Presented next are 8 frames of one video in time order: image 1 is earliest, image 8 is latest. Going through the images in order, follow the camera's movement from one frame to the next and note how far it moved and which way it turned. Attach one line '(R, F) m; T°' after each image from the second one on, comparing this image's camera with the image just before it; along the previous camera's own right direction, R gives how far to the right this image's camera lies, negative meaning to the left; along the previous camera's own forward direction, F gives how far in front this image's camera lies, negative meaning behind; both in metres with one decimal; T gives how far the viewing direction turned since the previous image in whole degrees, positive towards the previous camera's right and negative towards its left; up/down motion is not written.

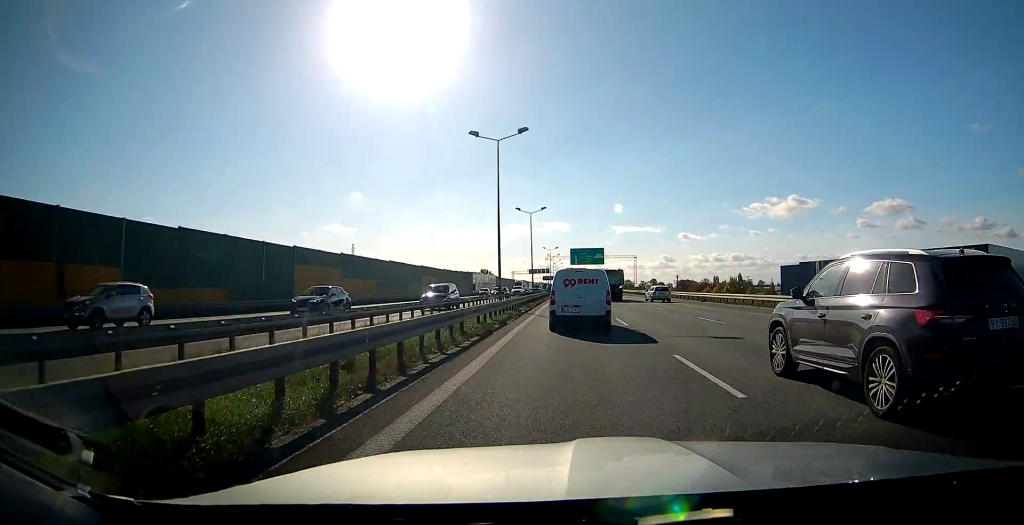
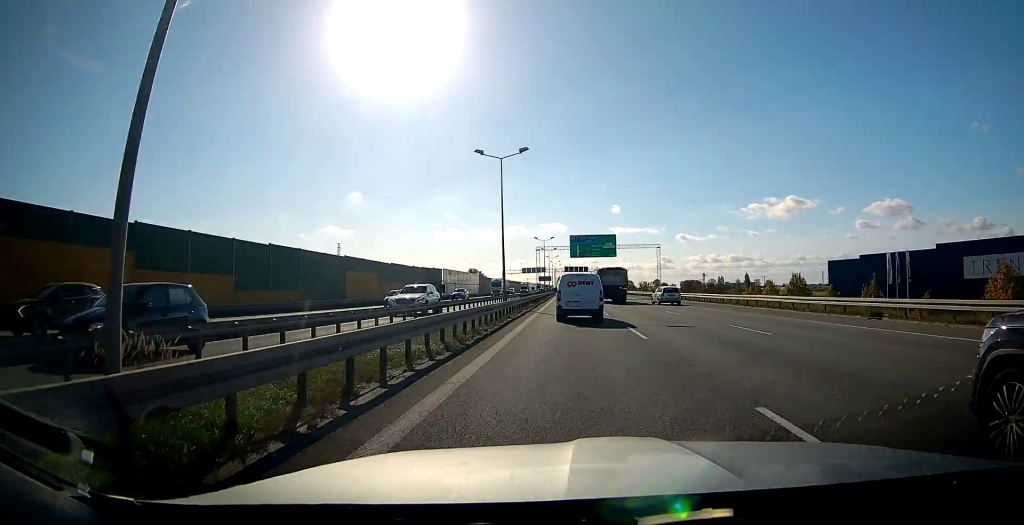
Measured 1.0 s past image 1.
(0.0, +29.0) m; 0°
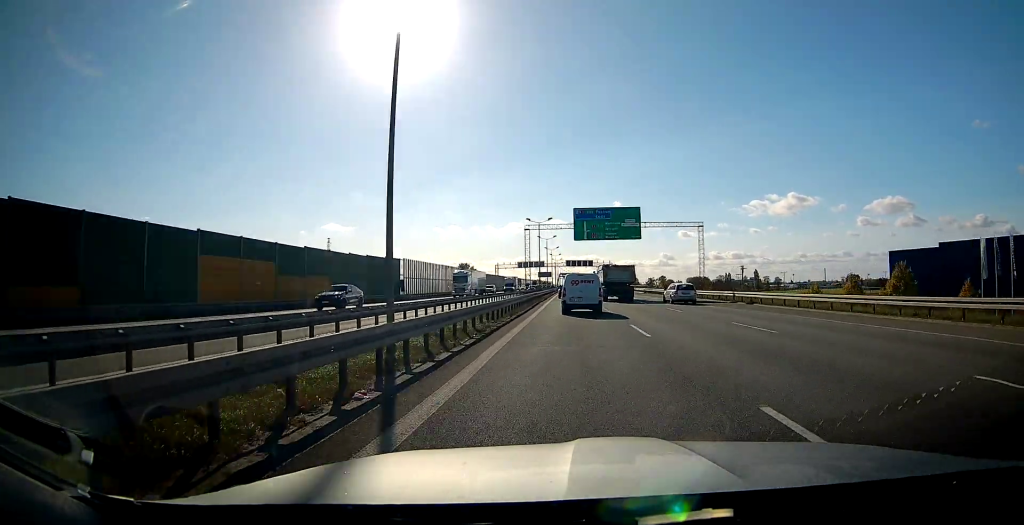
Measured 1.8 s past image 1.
(0.0, +24.0) m; 0°
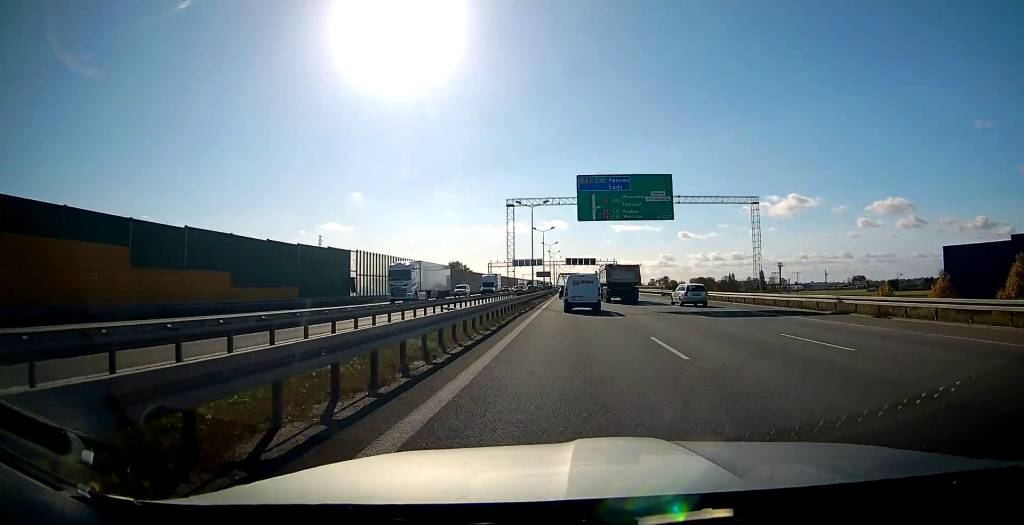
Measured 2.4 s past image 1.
(0.0, +16.3) m; 0°
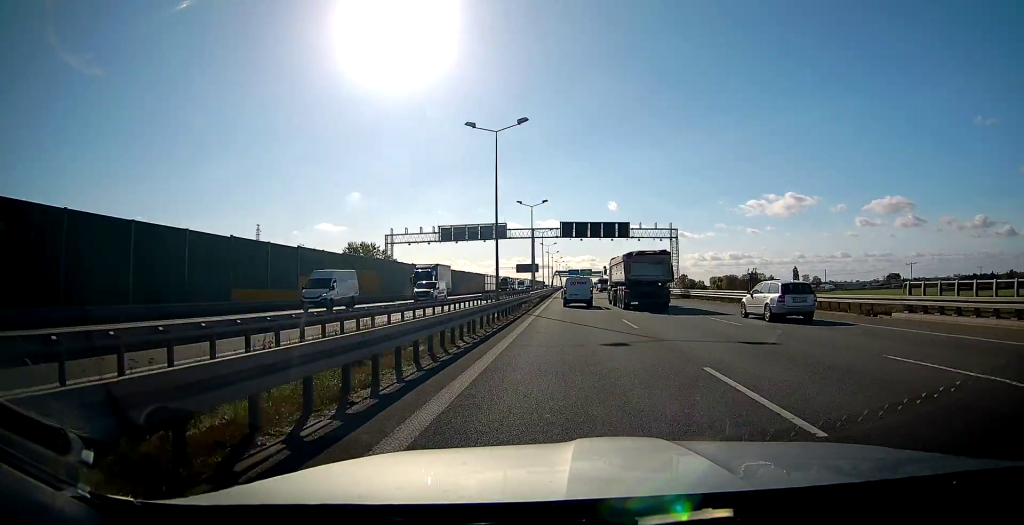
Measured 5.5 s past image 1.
(+0.4, +89.9) m; 0°
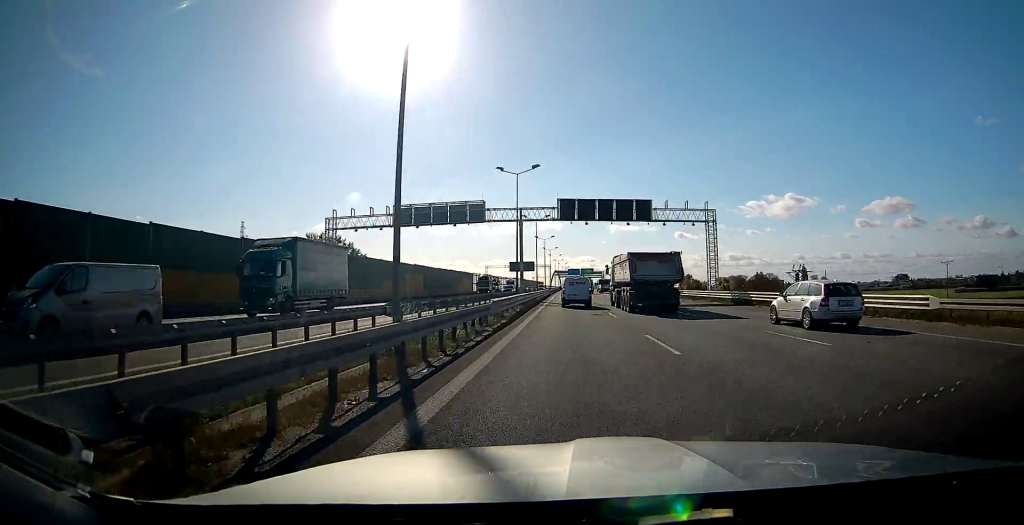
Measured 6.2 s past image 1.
(0.0, +18.3) m; 0°
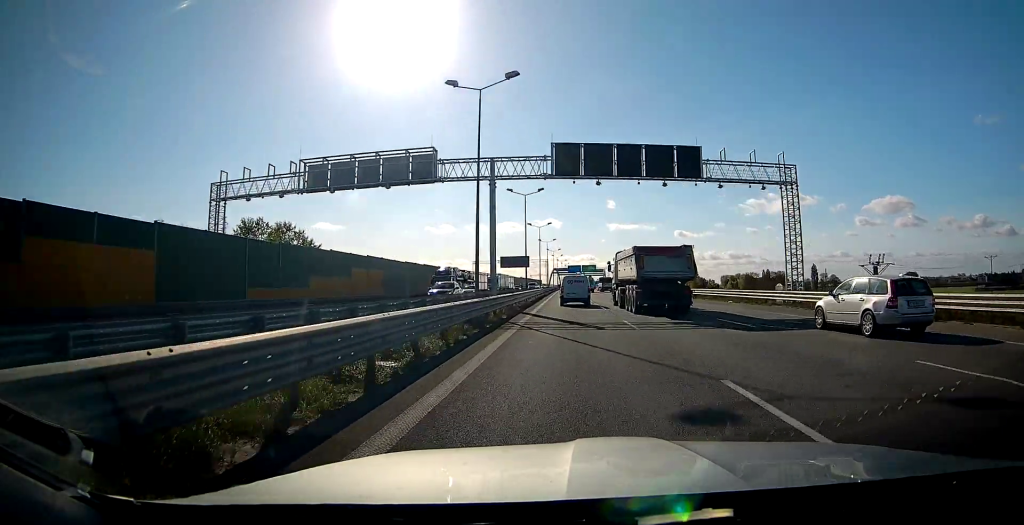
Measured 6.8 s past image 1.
(0.0, +19.2) m; 0°
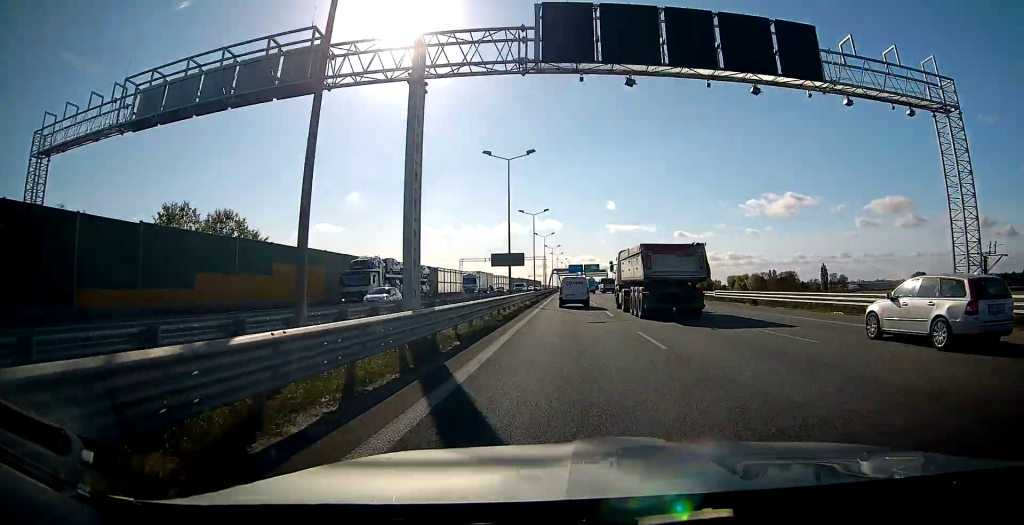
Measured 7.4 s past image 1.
(0.0, +16.3) m; 0°
